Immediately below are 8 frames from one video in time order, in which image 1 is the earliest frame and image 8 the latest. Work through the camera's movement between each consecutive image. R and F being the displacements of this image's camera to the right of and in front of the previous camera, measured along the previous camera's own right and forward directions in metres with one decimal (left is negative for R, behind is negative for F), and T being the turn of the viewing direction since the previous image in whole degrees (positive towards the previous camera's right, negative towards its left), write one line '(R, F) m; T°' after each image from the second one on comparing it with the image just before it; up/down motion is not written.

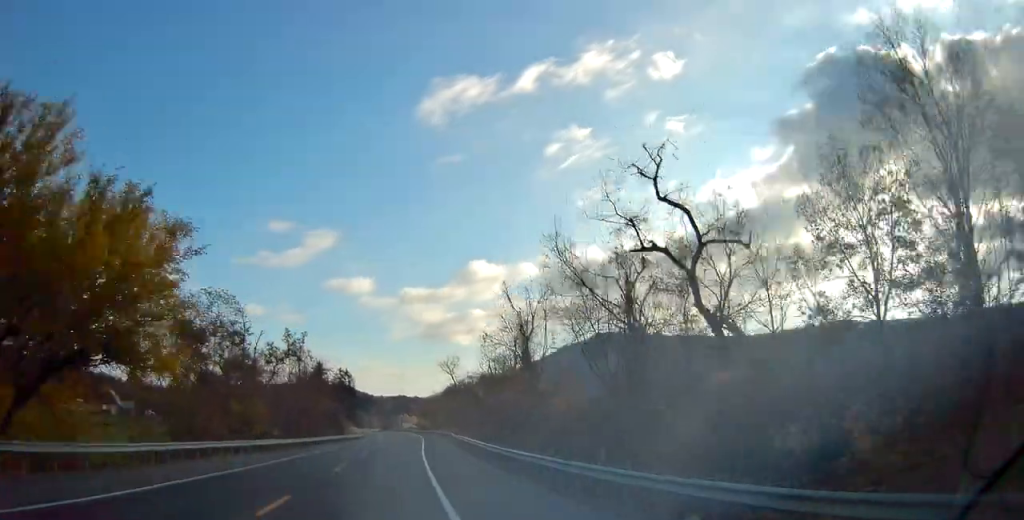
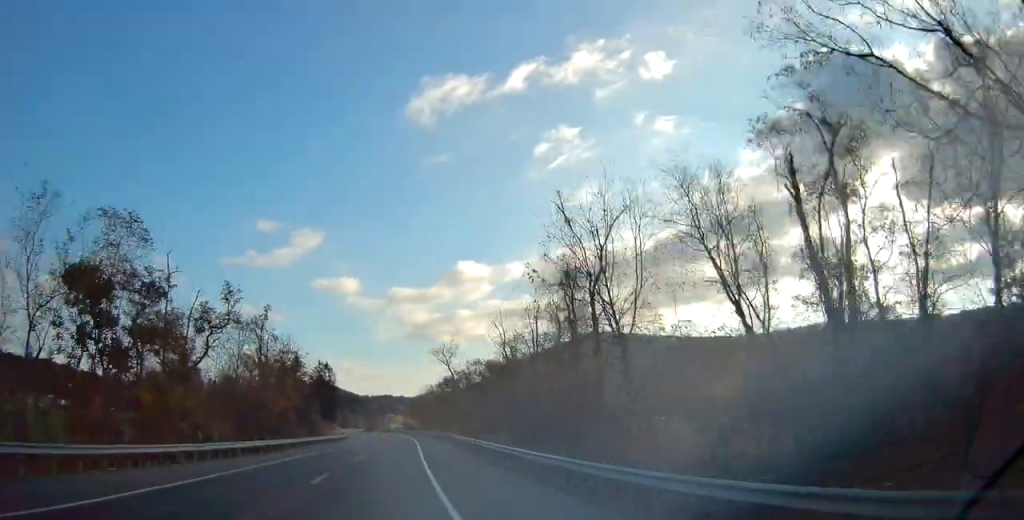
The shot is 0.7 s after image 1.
(+0.1, +17.3) m; +1°
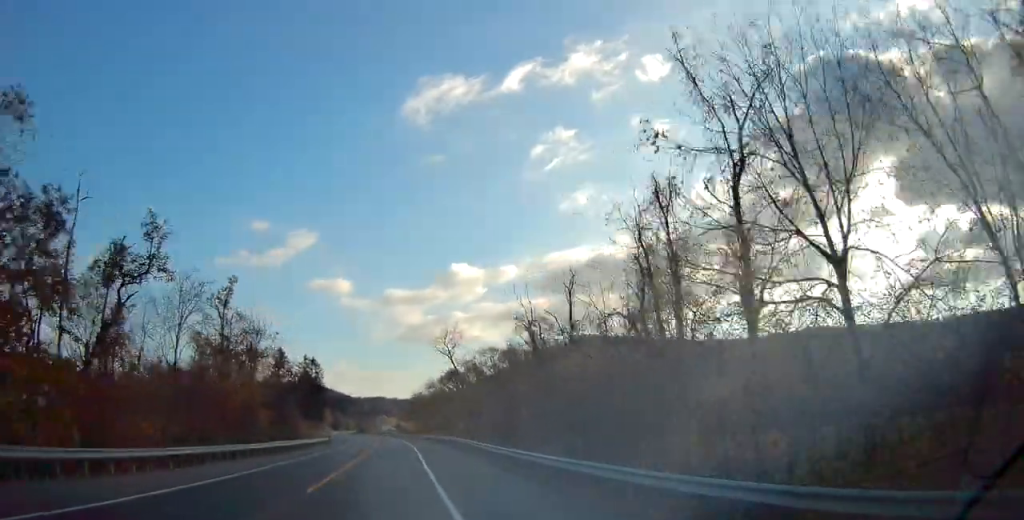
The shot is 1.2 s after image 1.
(+0.1, +13.0) m; +1°
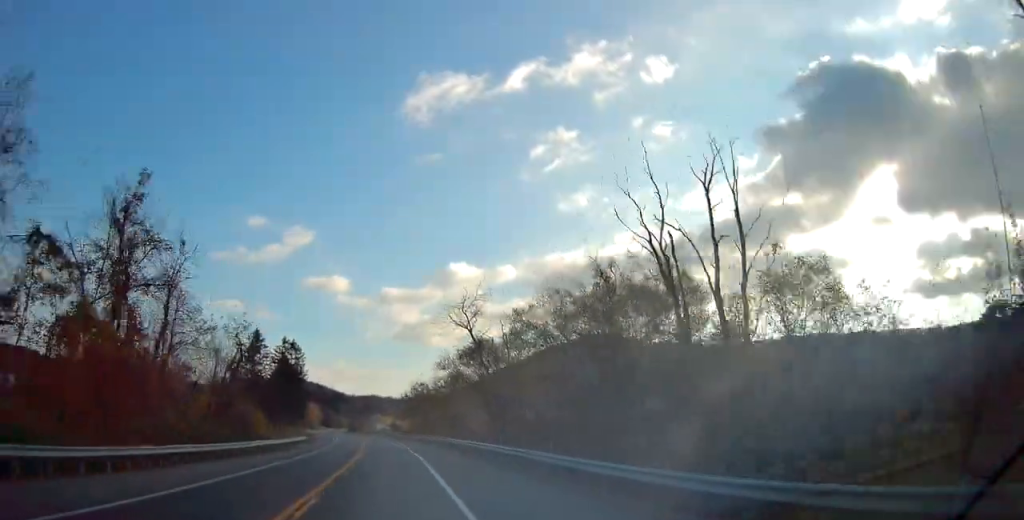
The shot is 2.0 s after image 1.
(+0.3, +21.8) m; +1°
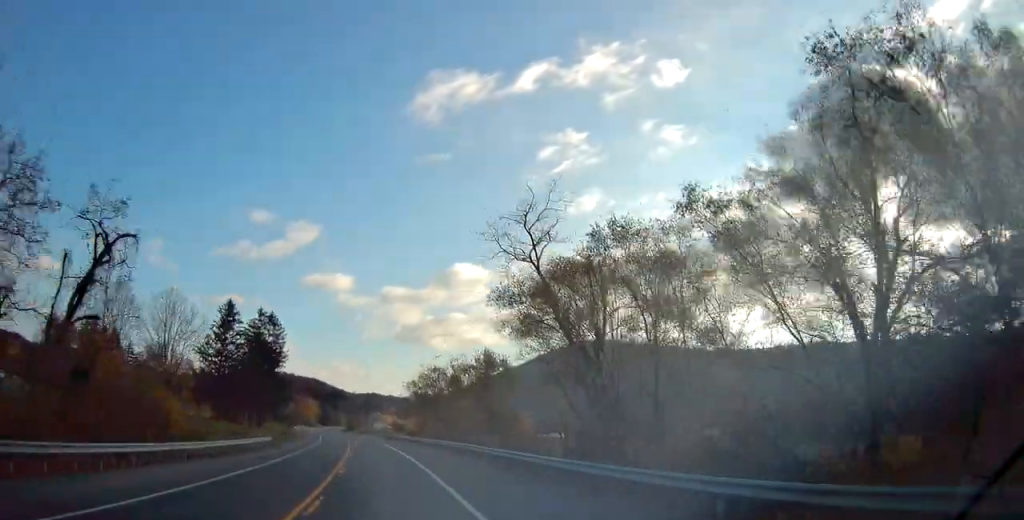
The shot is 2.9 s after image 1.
(+0.2, +23.5) m; 0°
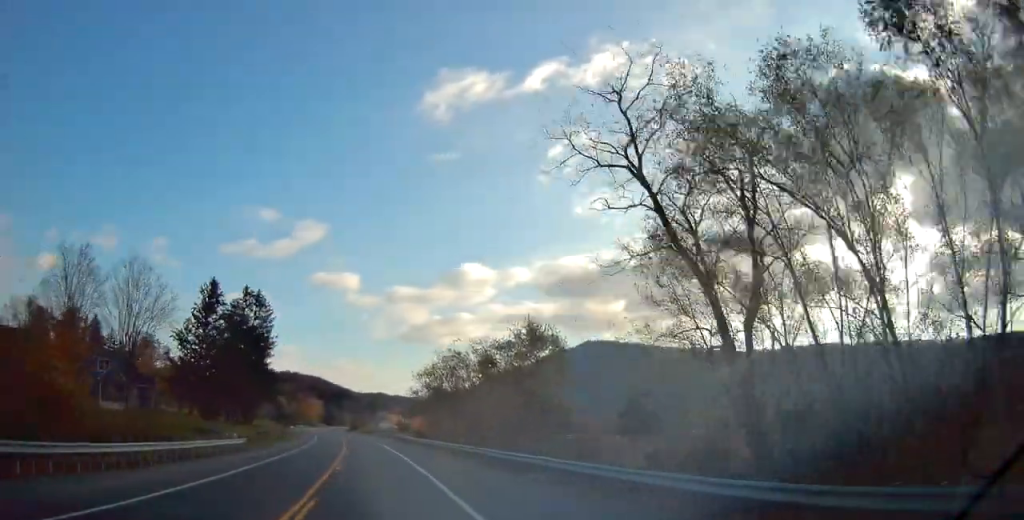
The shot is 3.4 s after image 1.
(-0.1, +13.0) m; -1°
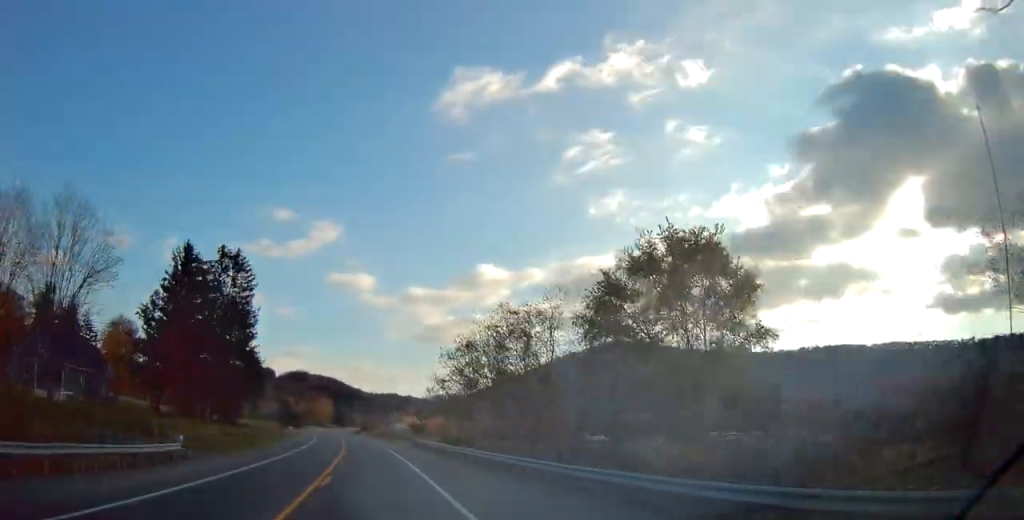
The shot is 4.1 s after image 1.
(0.0, +17.3) m; -1°
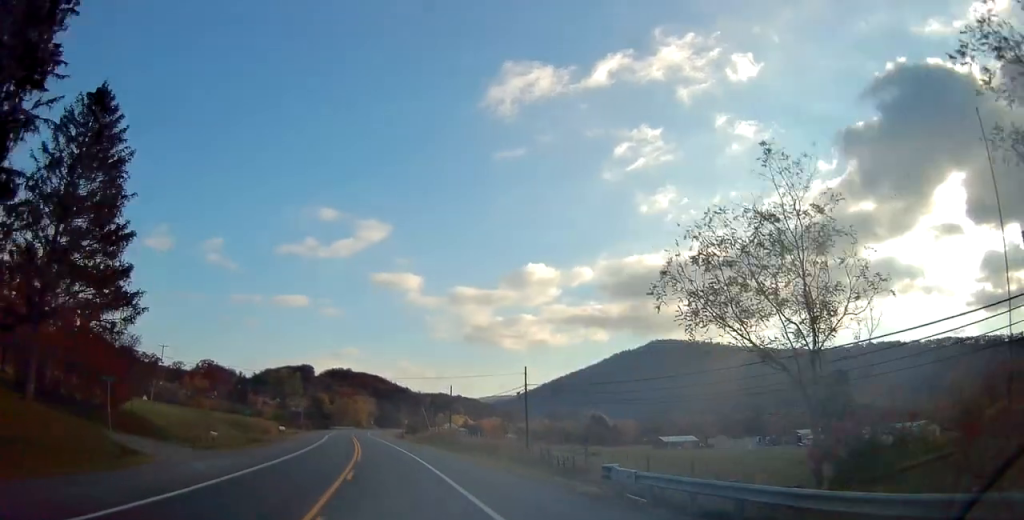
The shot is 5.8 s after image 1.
(-1.5, +45.3) m; -4°
